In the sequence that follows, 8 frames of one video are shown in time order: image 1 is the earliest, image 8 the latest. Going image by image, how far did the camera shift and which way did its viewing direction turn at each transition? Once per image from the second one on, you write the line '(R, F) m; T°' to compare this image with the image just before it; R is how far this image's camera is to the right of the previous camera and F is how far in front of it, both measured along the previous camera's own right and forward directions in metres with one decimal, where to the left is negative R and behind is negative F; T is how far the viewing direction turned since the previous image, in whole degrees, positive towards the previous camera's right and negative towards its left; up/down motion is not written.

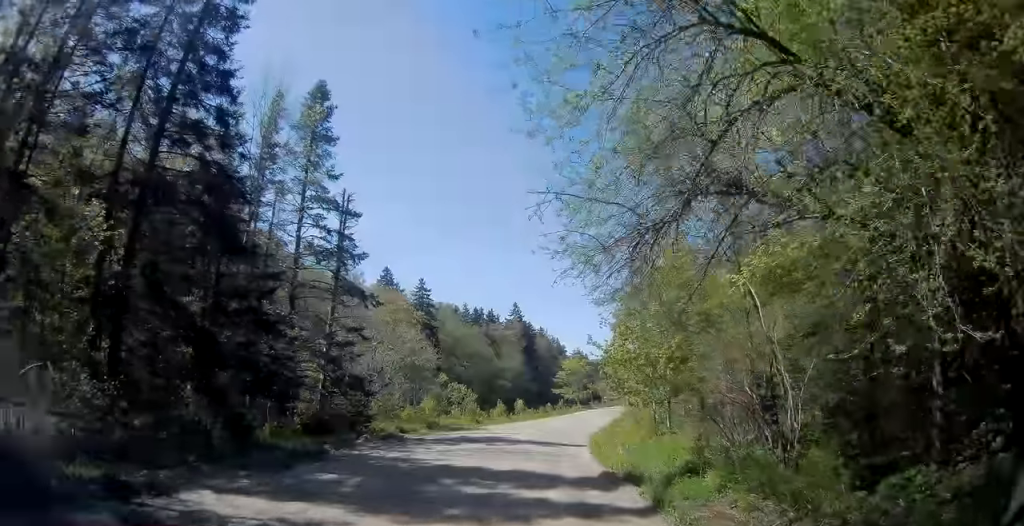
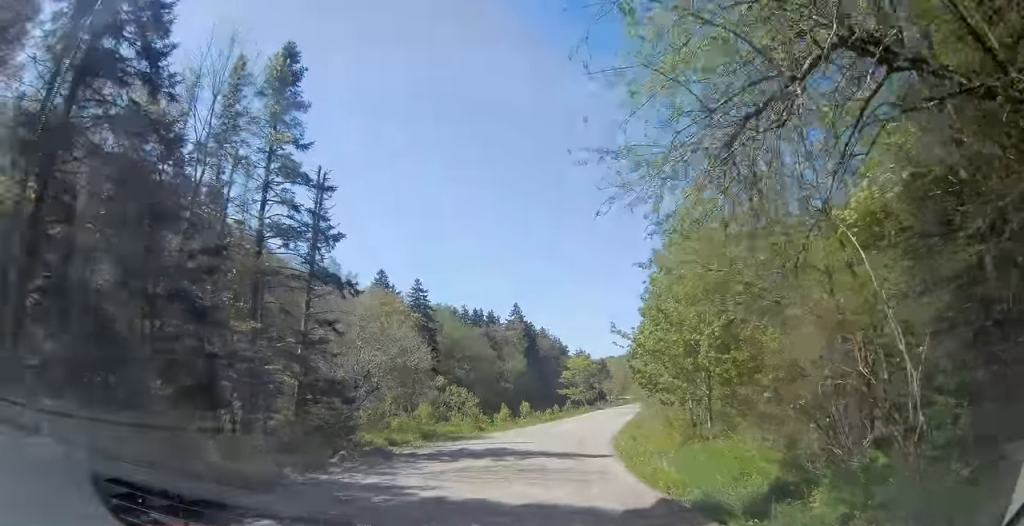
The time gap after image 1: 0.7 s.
(-0.2, +4.0) m; 0°
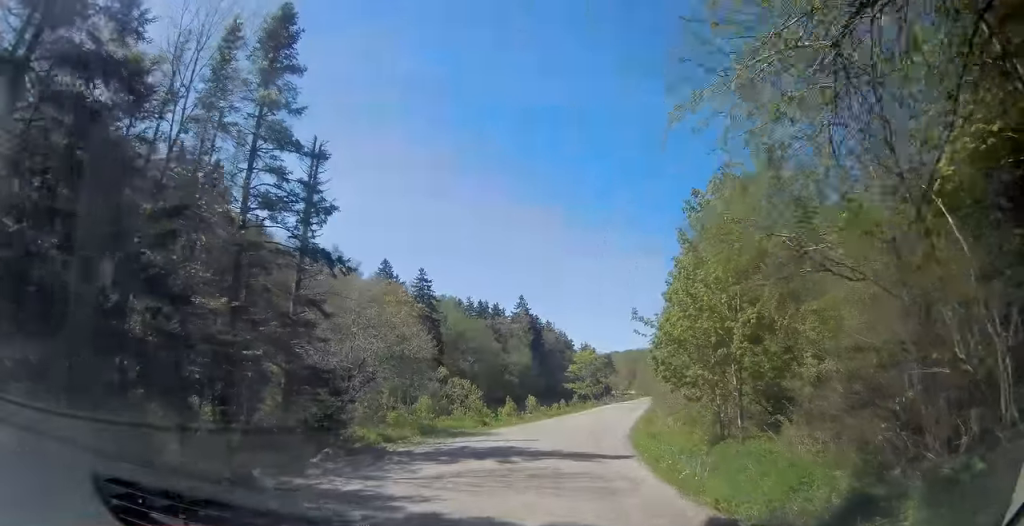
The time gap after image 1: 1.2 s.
(-0.3, +2.2) m; +1°
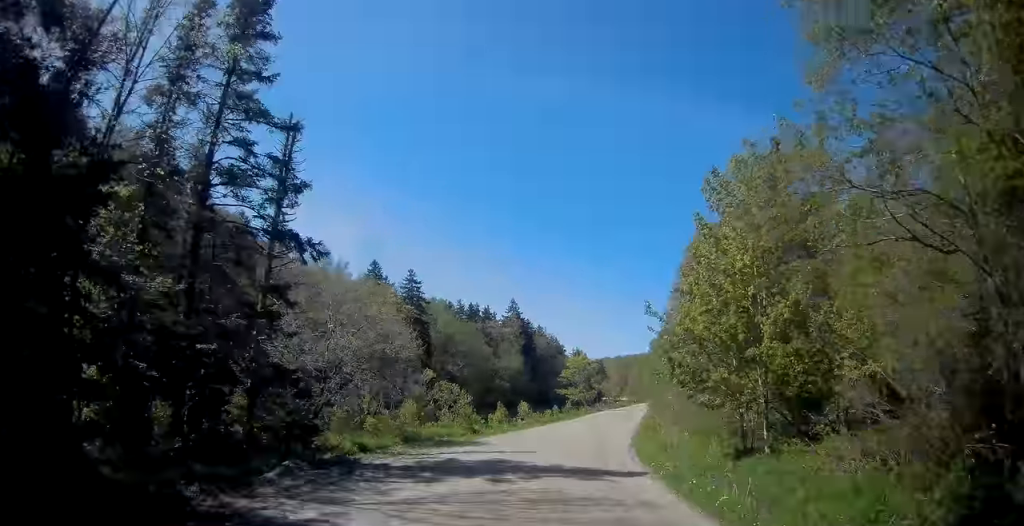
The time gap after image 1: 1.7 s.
(+0.4, +2.6) m; +5°
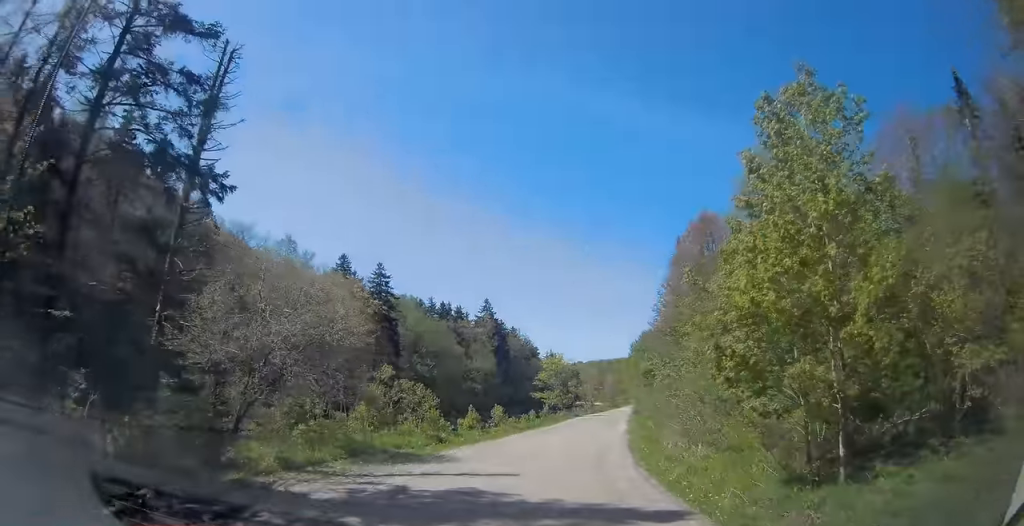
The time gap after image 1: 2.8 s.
(+0.6, +6.3) m; +6°
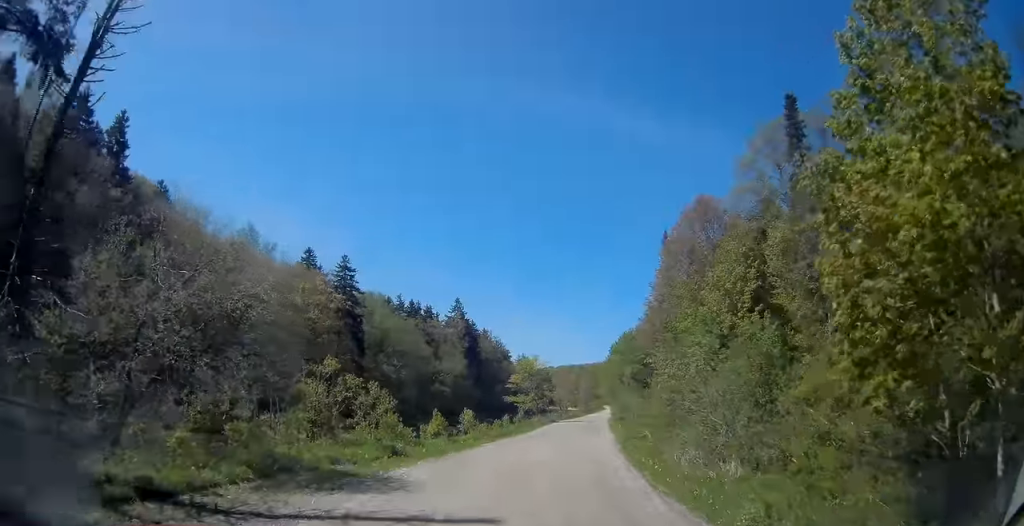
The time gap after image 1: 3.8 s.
(+0.1, +6.2) m; +2°
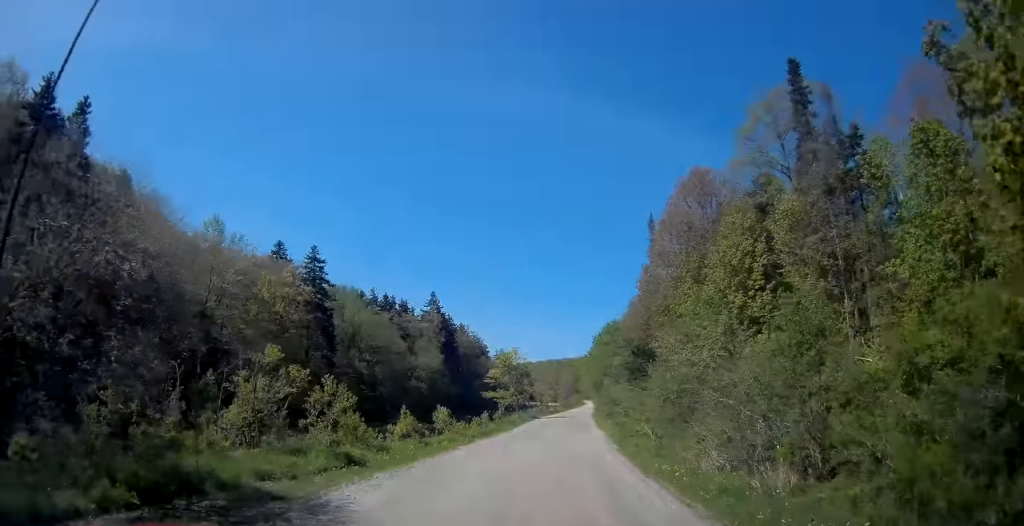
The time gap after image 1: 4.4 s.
(0.0, +4.2) m; +2°
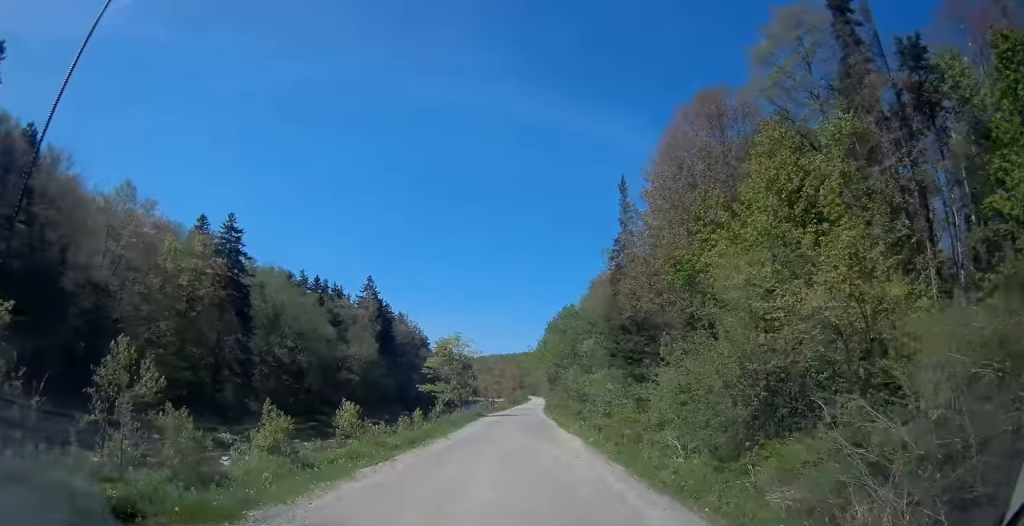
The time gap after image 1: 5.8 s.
(+0.5, +10.9) m; +6°
